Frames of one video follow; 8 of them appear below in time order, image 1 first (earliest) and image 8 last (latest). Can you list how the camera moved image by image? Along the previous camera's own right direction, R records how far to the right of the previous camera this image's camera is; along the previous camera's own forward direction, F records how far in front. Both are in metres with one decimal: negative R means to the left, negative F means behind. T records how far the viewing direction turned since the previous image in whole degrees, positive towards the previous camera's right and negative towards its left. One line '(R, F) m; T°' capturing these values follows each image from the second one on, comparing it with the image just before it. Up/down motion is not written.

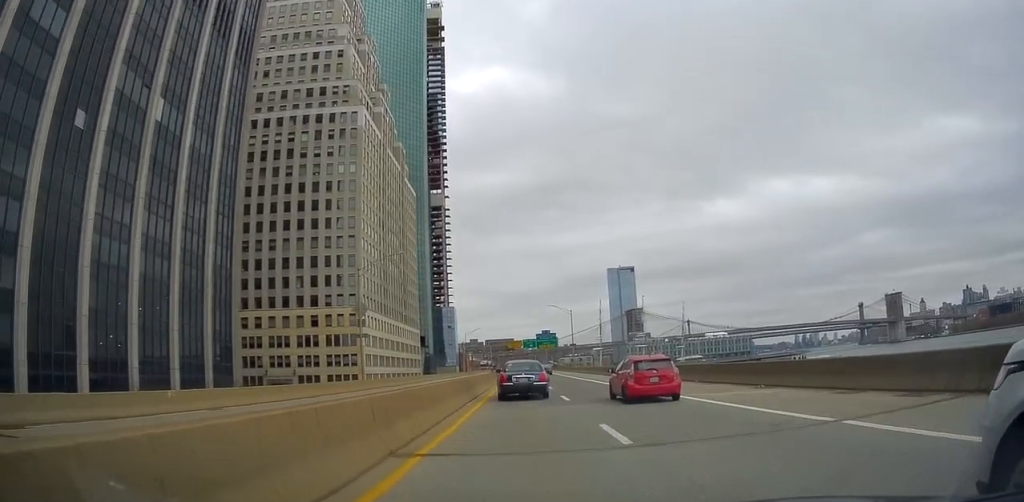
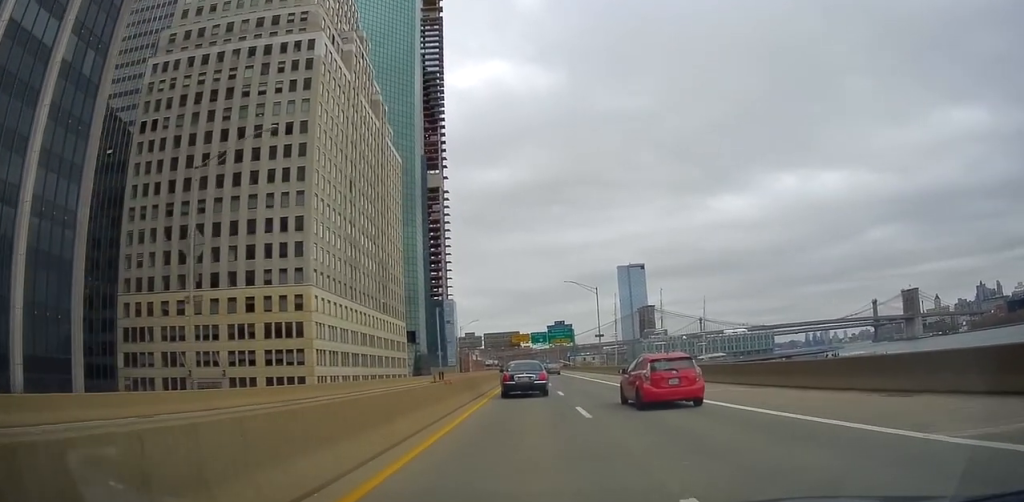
(-0.3, +28.9) m; 0°
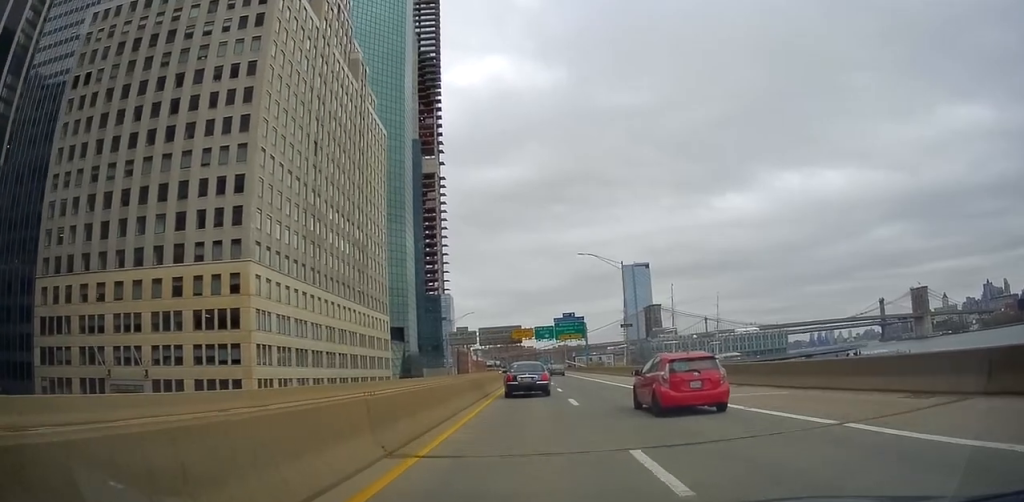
(+0.3, +19.2) m; 0°
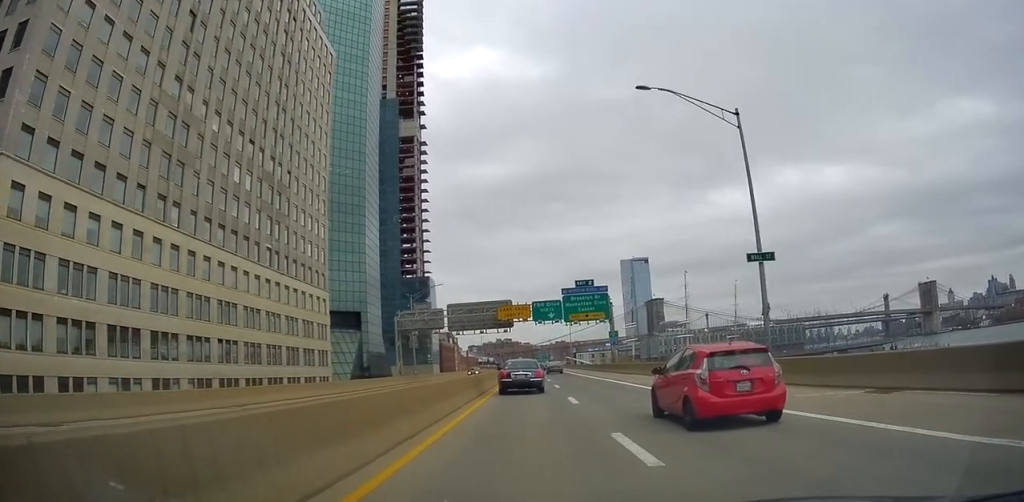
(-0.5, +34.6) m; -1°
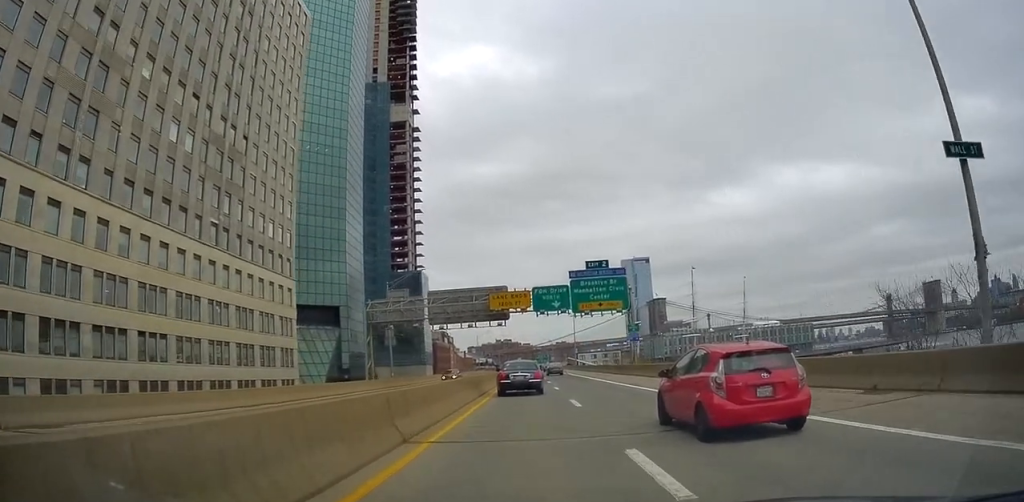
(-0.1, +12.6) m; 0°
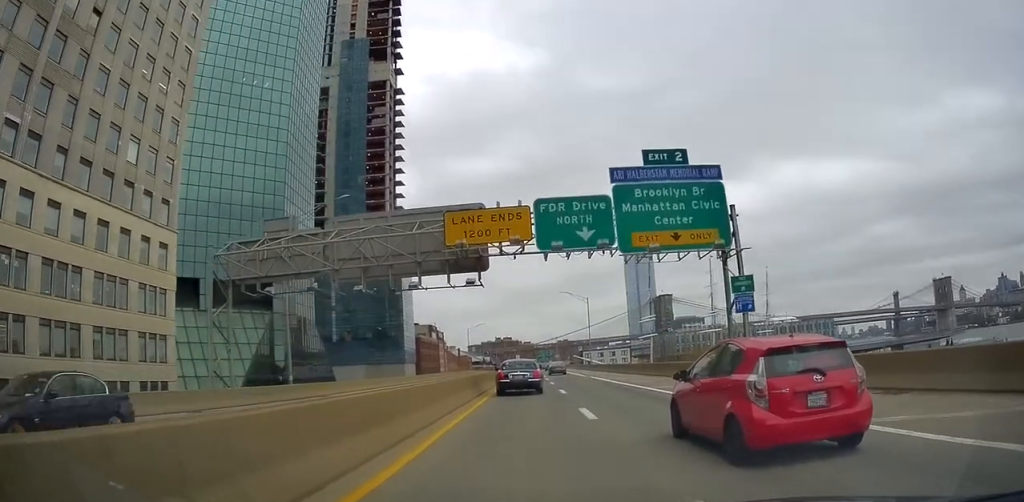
(+0.2, +27.7) m; 0°
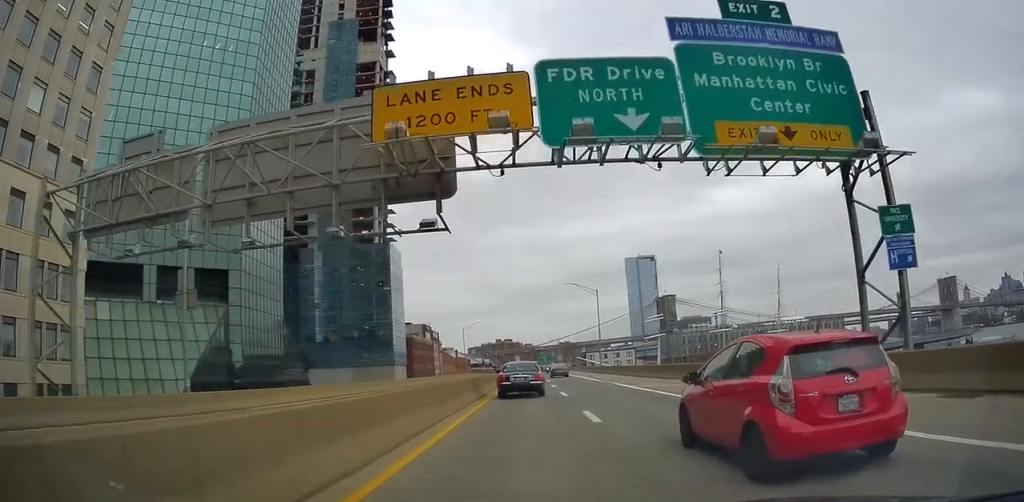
(-0.1, +11.9) m; -1°
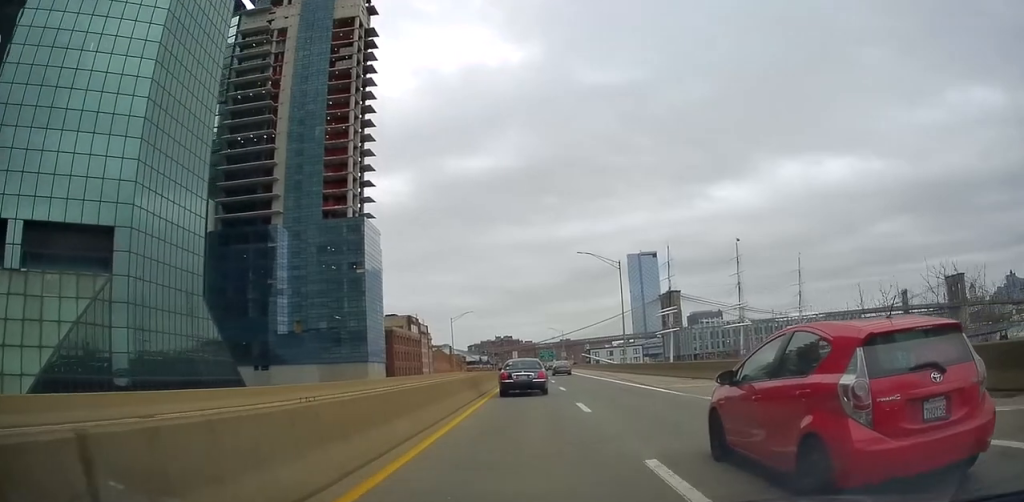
(-0.2, +20.2) m; 0°
